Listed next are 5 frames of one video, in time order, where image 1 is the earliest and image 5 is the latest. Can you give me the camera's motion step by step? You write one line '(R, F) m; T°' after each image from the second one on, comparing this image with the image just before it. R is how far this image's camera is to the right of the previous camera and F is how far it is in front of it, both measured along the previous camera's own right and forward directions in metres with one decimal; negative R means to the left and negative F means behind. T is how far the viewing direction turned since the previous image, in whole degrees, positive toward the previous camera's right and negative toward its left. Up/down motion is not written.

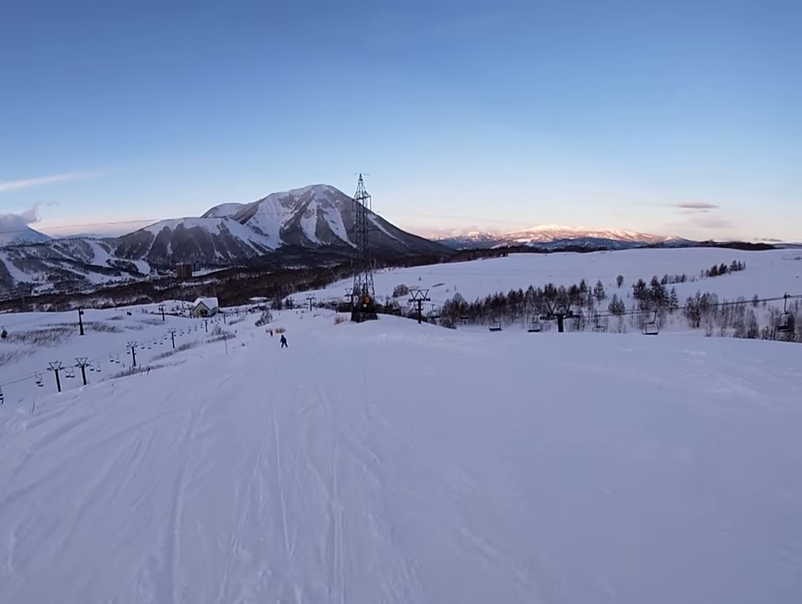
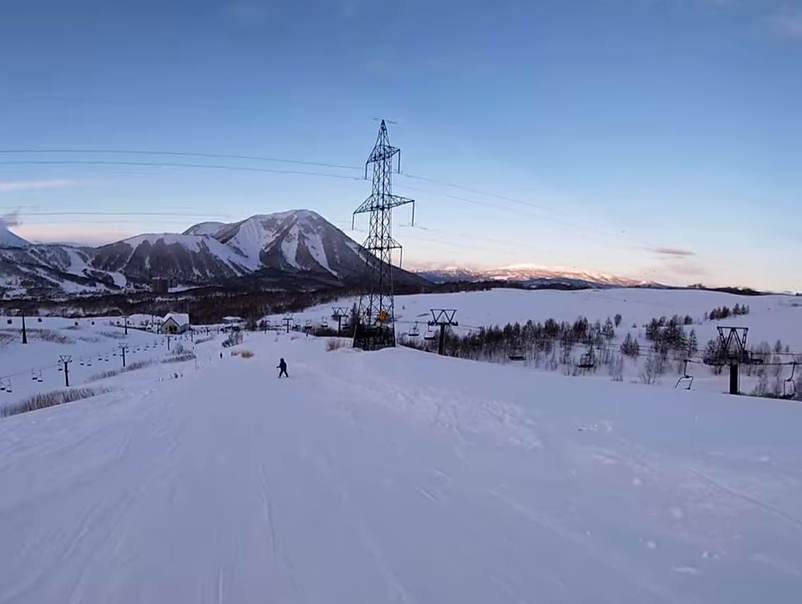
(+1.4, +33.4) m; 0°
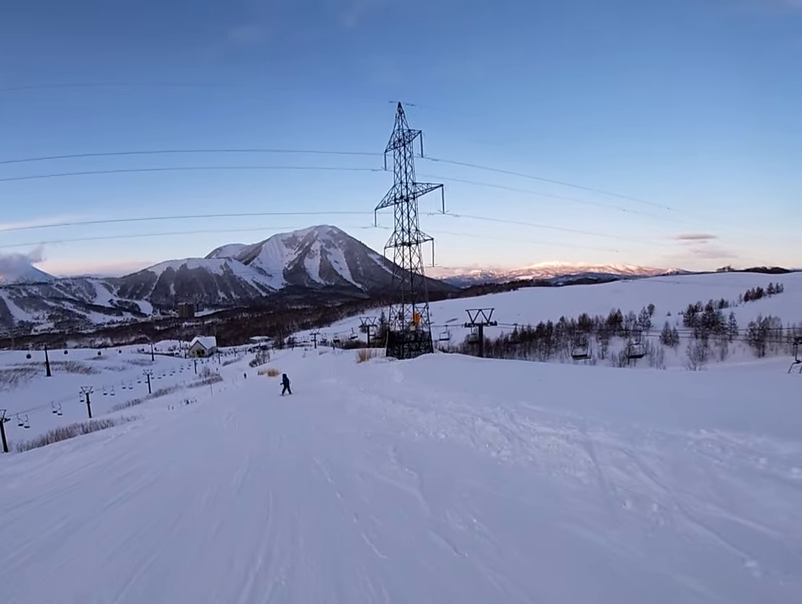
(-0.7, +5.9) m; 0°
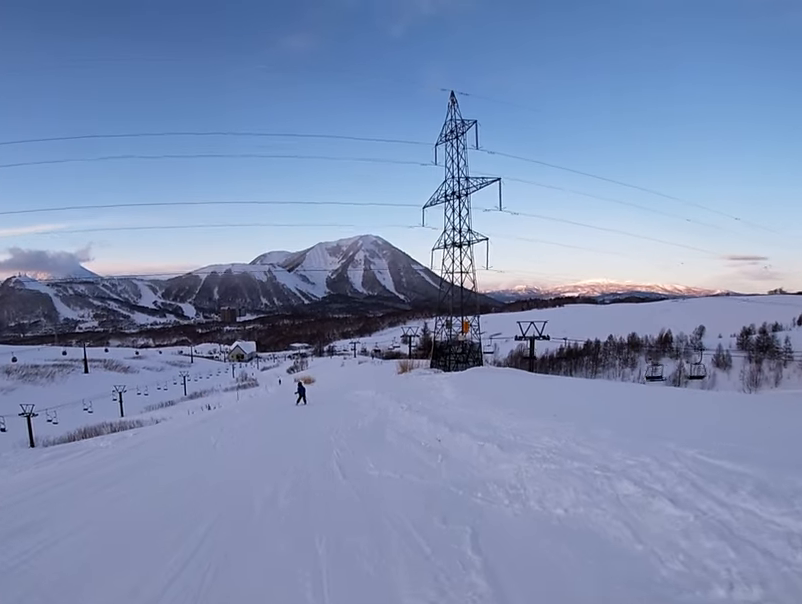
(-0.1, +4.2) m; 0°
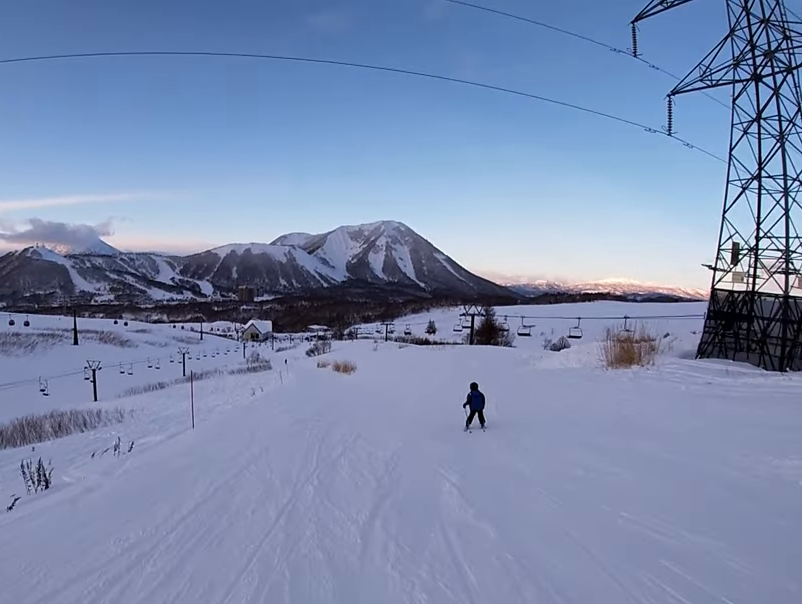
(-1.4, +31.4) m; -7°
